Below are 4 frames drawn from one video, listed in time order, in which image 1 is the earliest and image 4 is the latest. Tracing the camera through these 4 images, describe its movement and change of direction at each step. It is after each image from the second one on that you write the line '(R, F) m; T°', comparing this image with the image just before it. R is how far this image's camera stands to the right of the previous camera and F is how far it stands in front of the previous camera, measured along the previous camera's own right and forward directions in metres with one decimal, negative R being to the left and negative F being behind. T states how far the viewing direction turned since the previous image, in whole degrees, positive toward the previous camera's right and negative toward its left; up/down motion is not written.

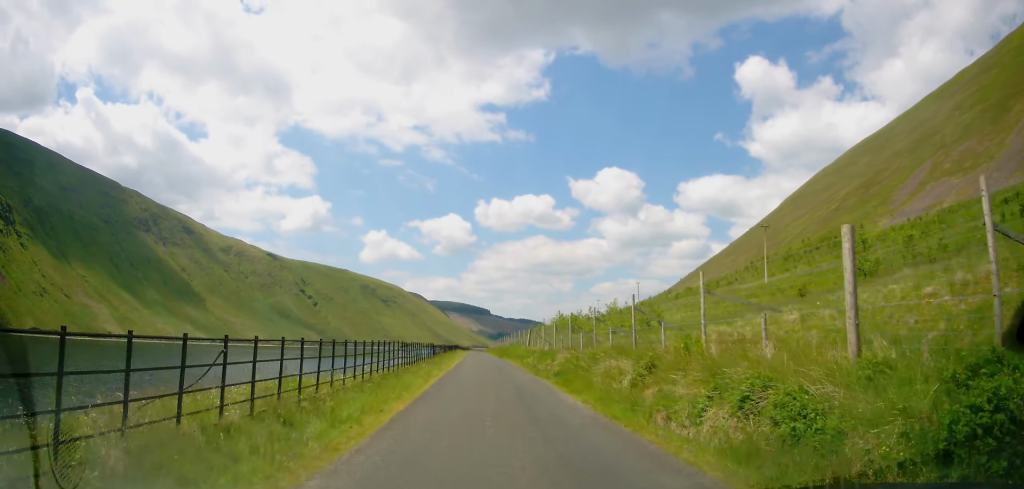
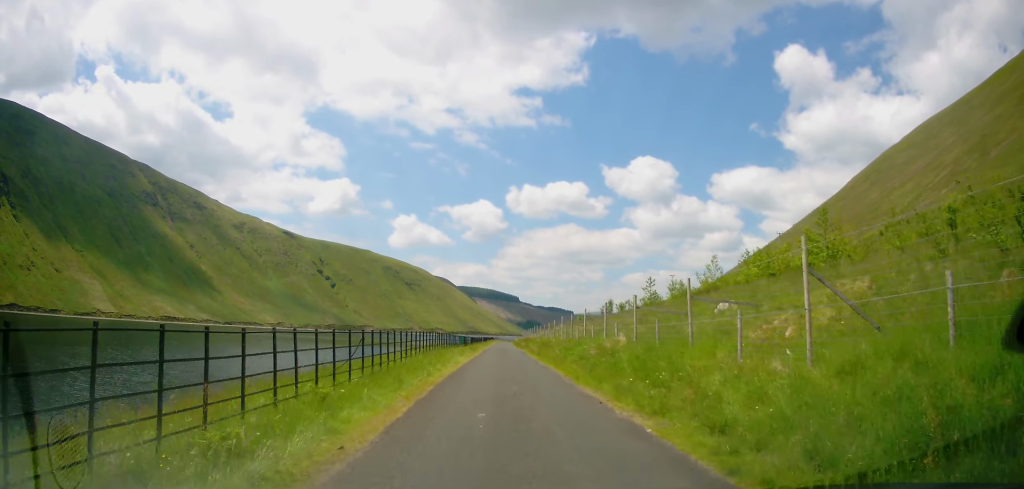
(-2.0, +62.8) m; -3°
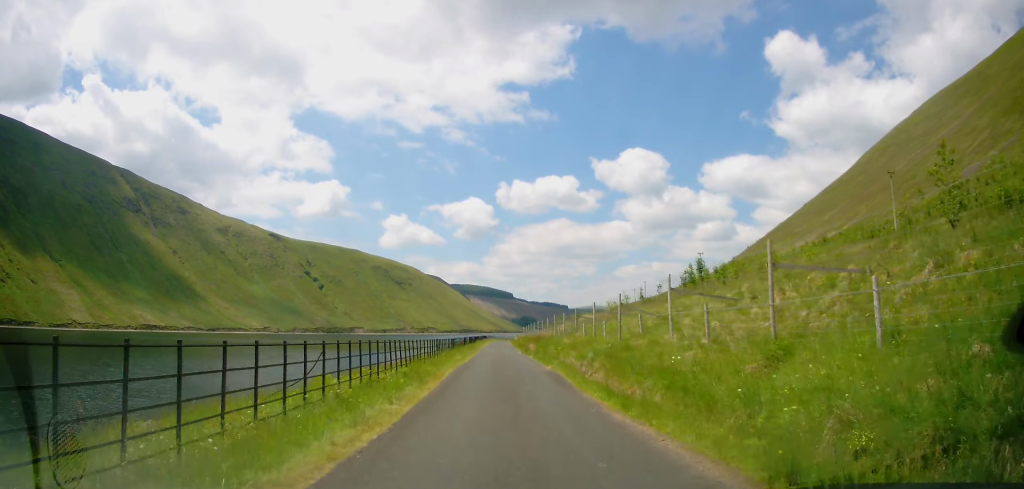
(+0.1, +29.4) m; 0°
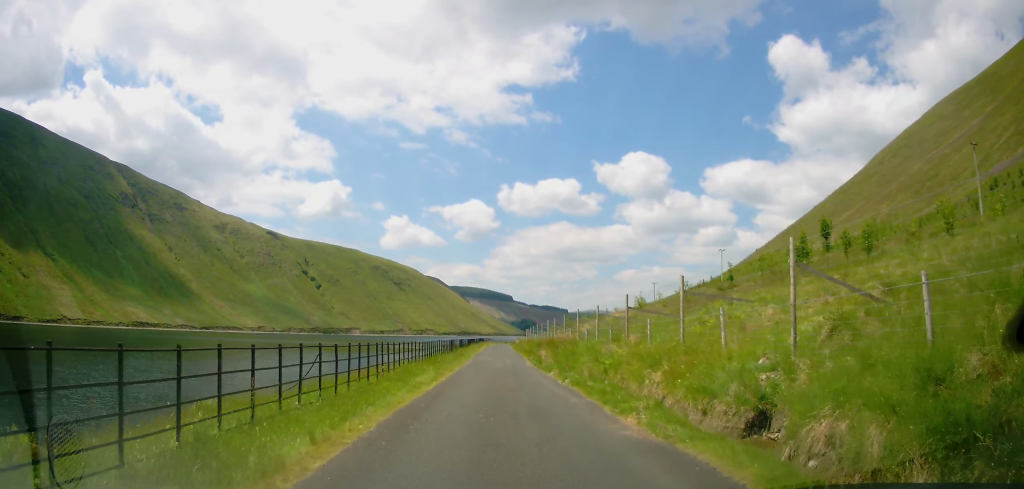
(0.0, +13.5) m; 0°
